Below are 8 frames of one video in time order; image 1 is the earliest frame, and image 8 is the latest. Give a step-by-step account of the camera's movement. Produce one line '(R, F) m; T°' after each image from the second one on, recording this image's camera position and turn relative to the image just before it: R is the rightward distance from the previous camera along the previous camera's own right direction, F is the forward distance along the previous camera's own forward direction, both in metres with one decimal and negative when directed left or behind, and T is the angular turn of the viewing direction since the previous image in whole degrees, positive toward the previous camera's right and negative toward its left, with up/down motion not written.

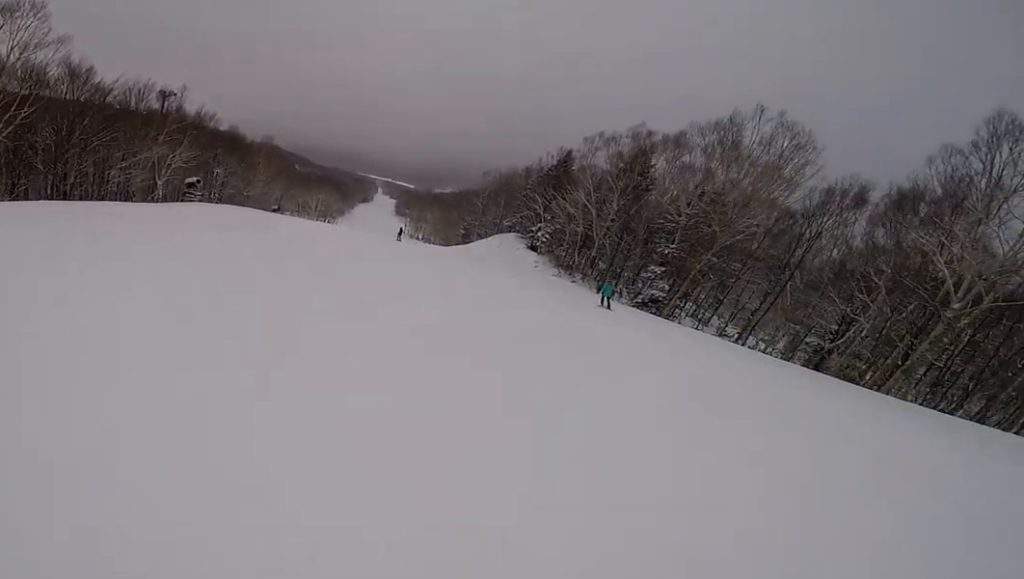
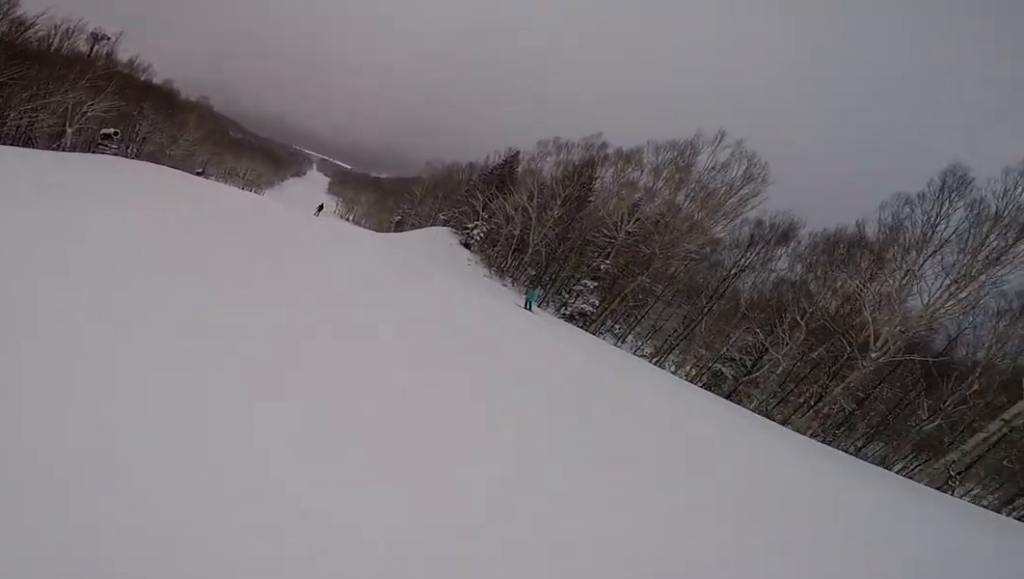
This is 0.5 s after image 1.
(+0.6, +1.9) m; +14°
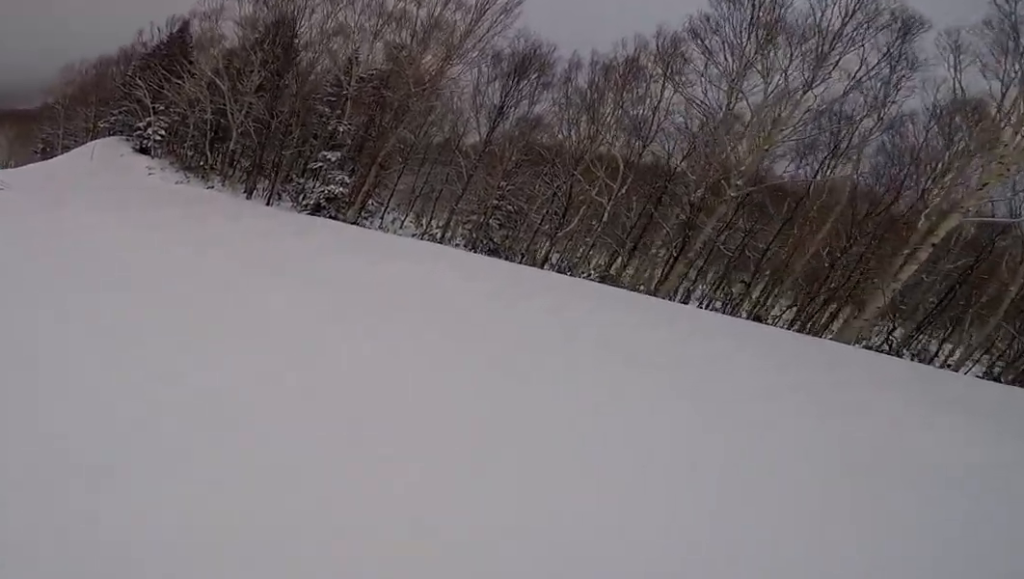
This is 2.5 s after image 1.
(+3.4, +9.3) m; +24°
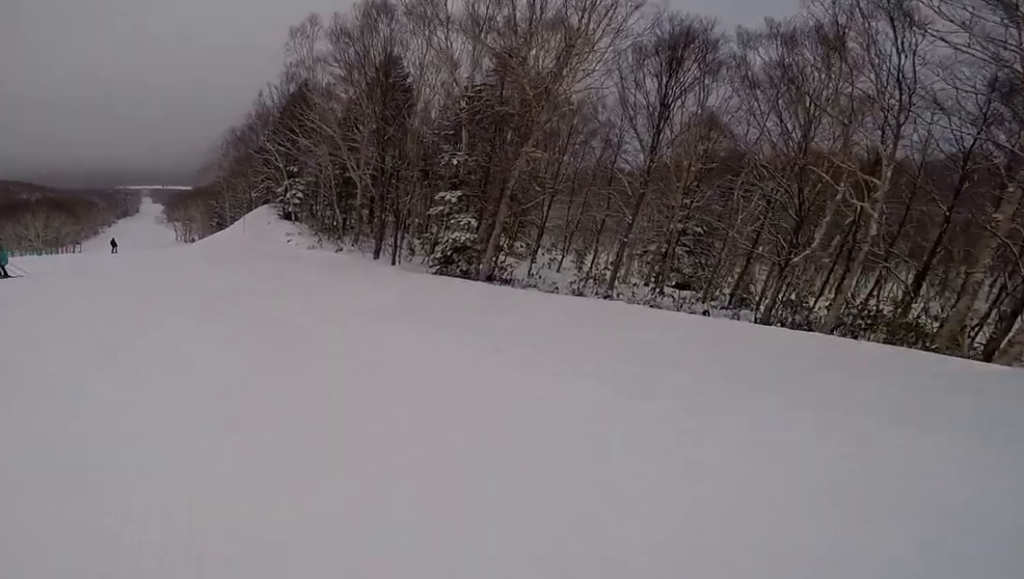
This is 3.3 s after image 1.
(-0.1, +4.5) m; -13°
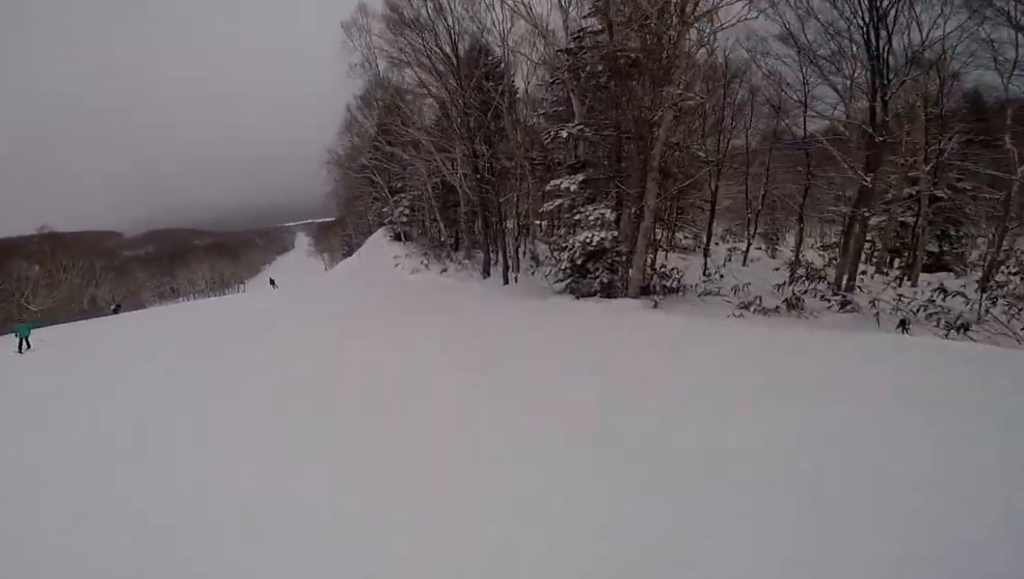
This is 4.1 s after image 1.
(-0.6, +4.2) m; -22°
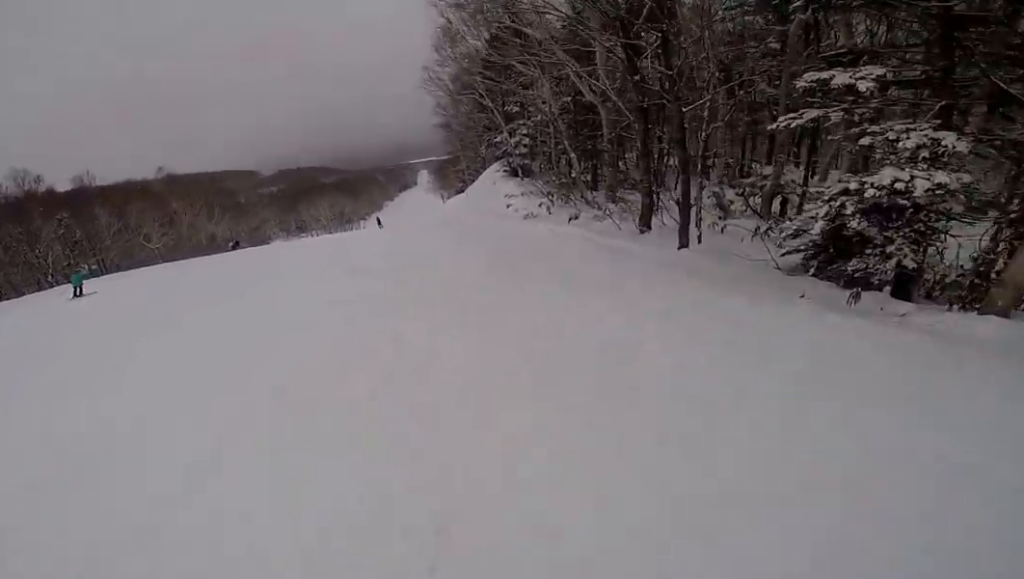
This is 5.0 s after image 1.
(-1.1, +4.6) m; -26°
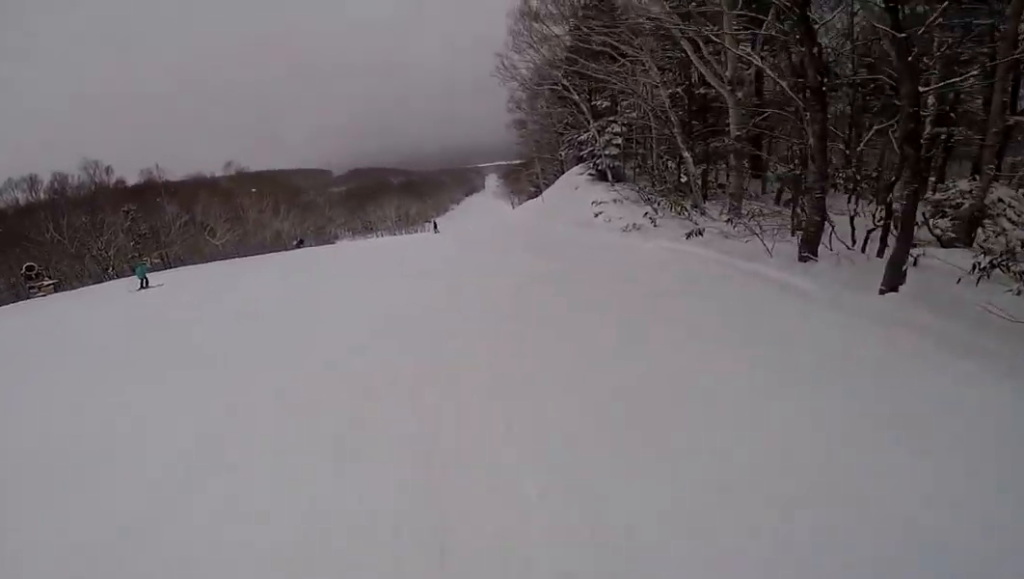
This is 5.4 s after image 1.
(-0.5, +2.2) m; -8°
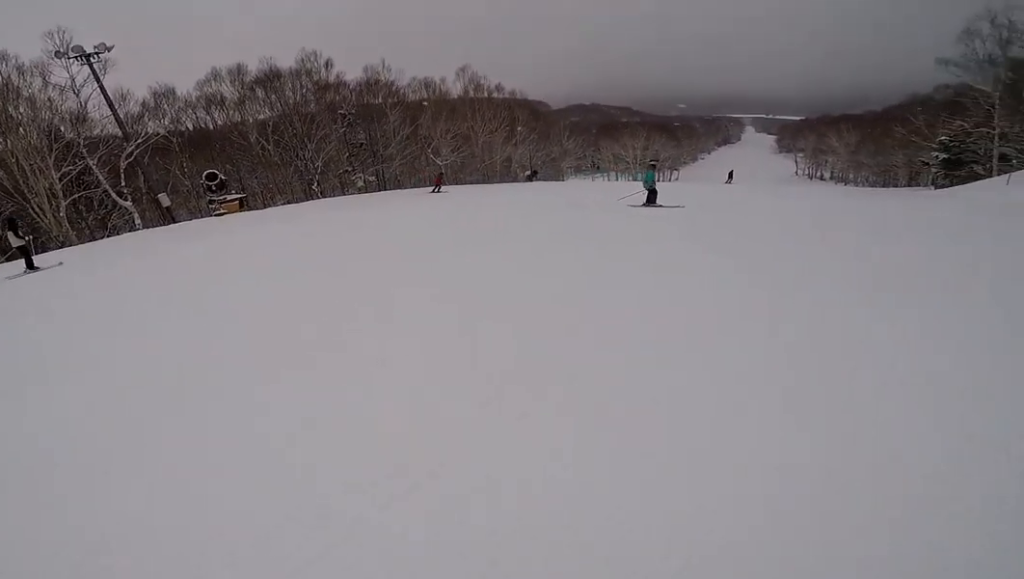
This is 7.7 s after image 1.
(-4.1, +11.3) m; -37°
